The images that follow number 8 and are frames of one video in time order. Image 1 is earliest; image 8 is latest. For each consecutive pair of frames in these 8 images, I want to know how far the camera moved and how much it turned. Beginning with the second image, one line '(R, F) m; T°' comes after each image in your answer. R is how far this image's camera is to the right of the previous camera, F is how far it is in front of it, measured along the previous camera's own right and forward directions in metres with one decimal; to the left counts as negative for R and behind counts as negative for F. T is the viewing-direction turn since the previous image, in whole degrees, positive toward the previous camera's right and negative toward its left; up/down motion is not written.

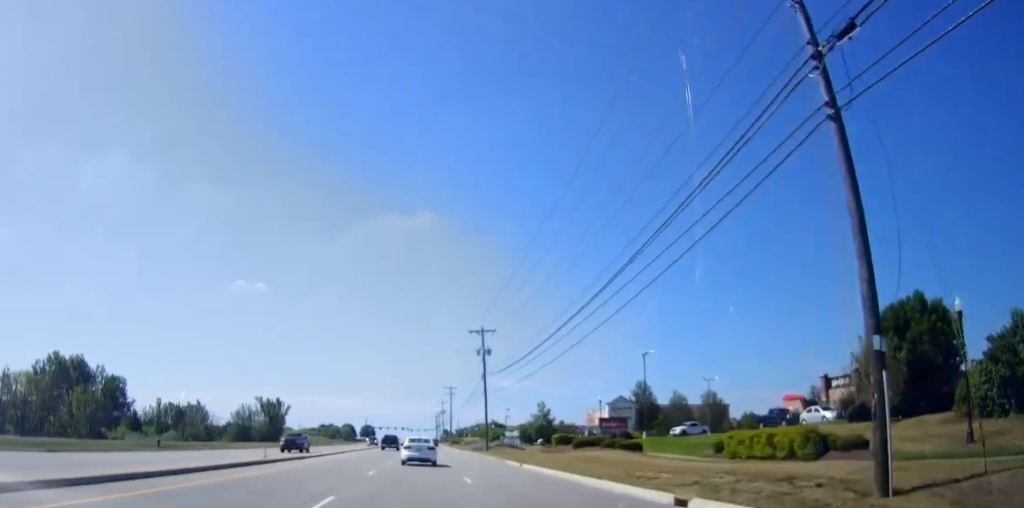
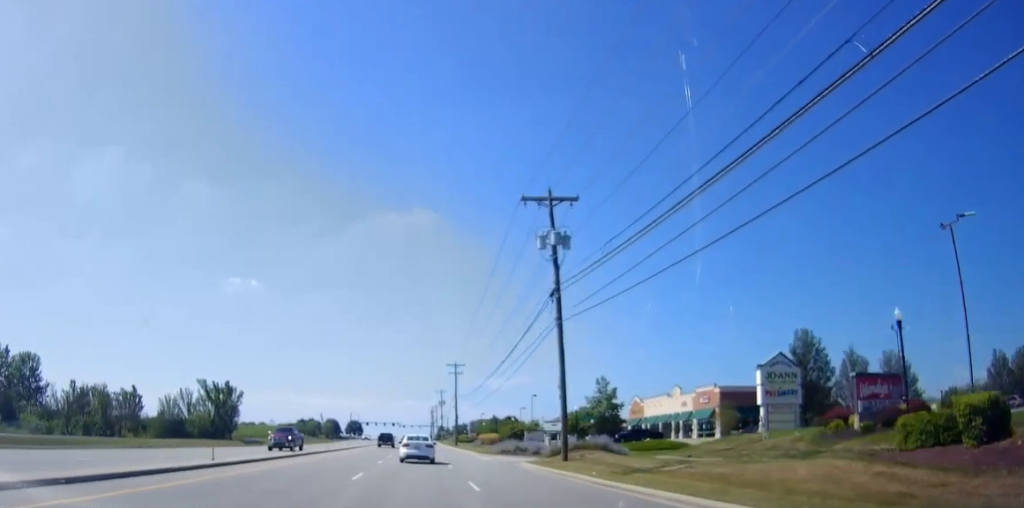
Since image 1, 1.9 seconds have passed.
(-0.5, +40.7) m; 0°
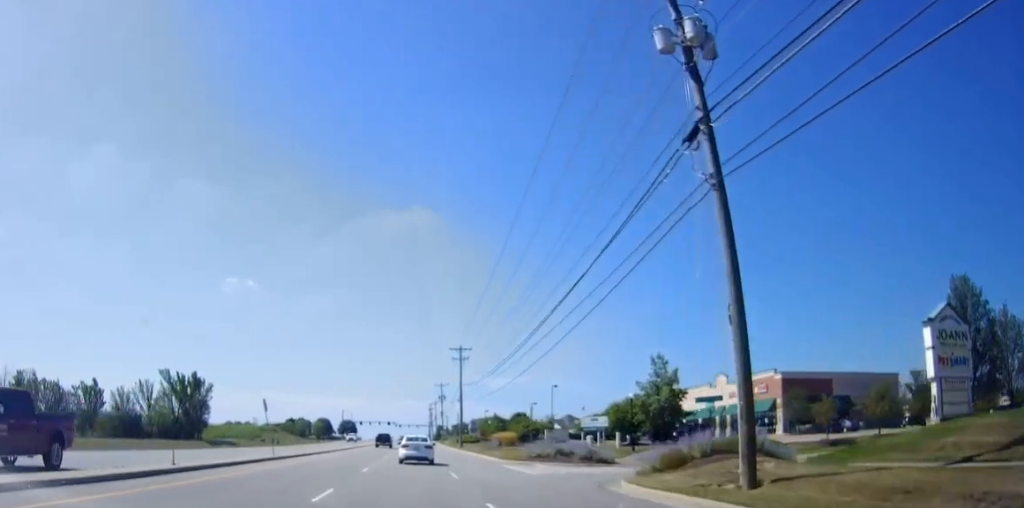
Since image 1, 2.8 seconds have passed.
(+0.3, +18.7) m; +1°
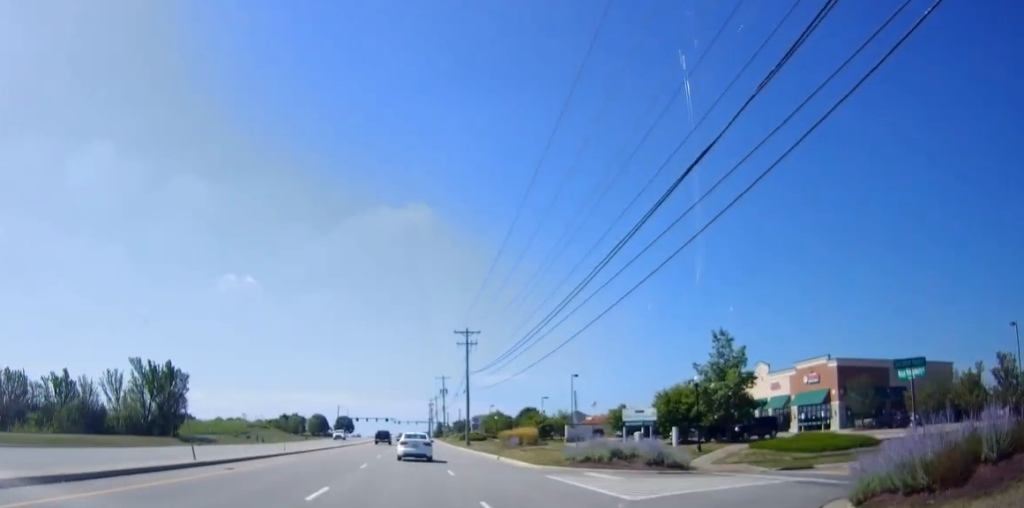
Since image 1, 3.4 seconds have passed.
(+0.2, +11.9) m; 0°
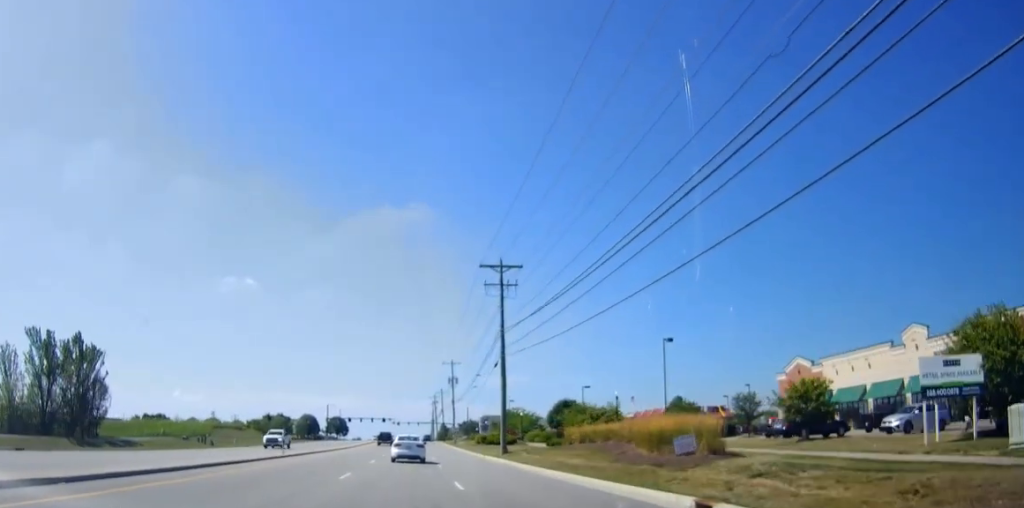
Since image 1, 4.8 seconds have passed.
(-0.8, +30.4) m; -2°
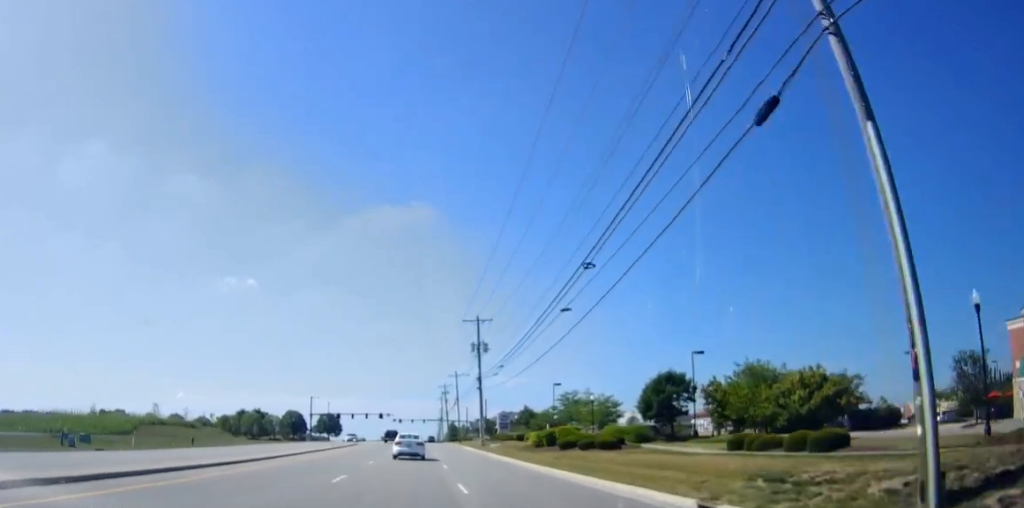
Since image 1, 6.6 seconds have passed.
(+0.4, +38.0) m; +3°
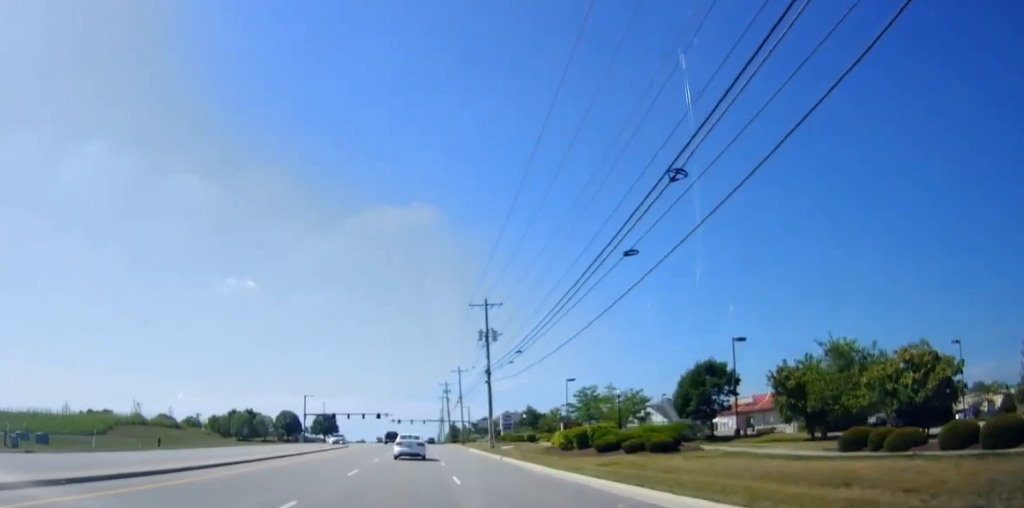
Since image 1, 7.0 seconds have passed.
(+0.2, +8.2) m; 0°
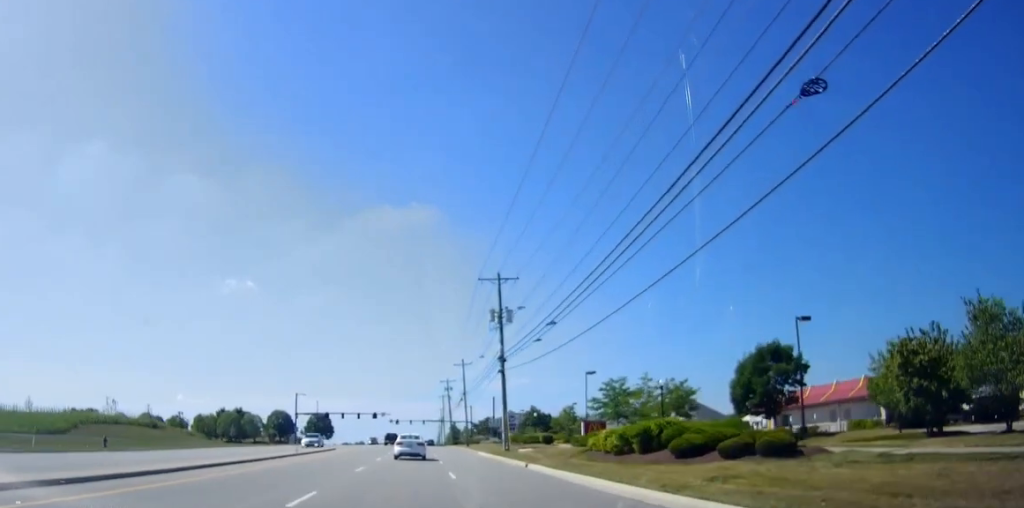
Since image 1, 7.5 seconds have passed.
(+0.2, +9.9) m; 0°
